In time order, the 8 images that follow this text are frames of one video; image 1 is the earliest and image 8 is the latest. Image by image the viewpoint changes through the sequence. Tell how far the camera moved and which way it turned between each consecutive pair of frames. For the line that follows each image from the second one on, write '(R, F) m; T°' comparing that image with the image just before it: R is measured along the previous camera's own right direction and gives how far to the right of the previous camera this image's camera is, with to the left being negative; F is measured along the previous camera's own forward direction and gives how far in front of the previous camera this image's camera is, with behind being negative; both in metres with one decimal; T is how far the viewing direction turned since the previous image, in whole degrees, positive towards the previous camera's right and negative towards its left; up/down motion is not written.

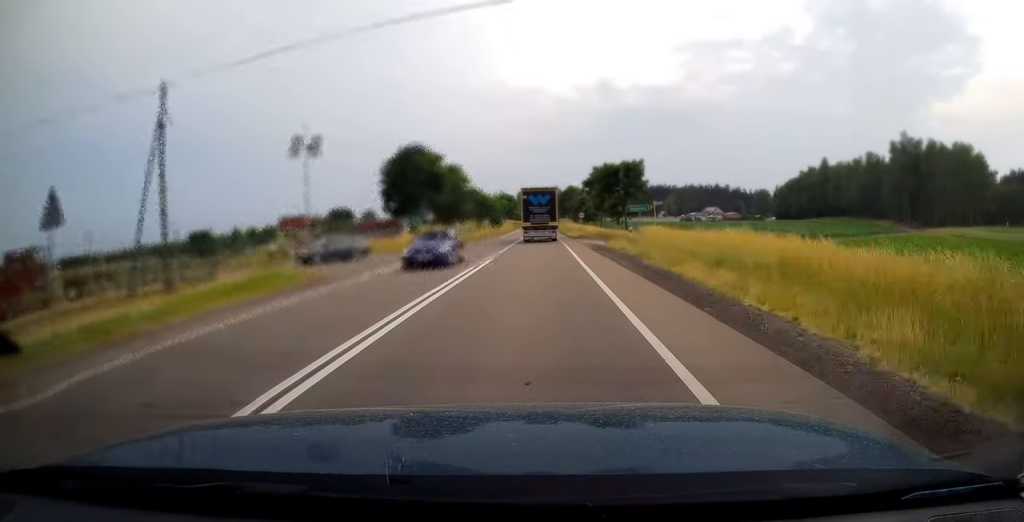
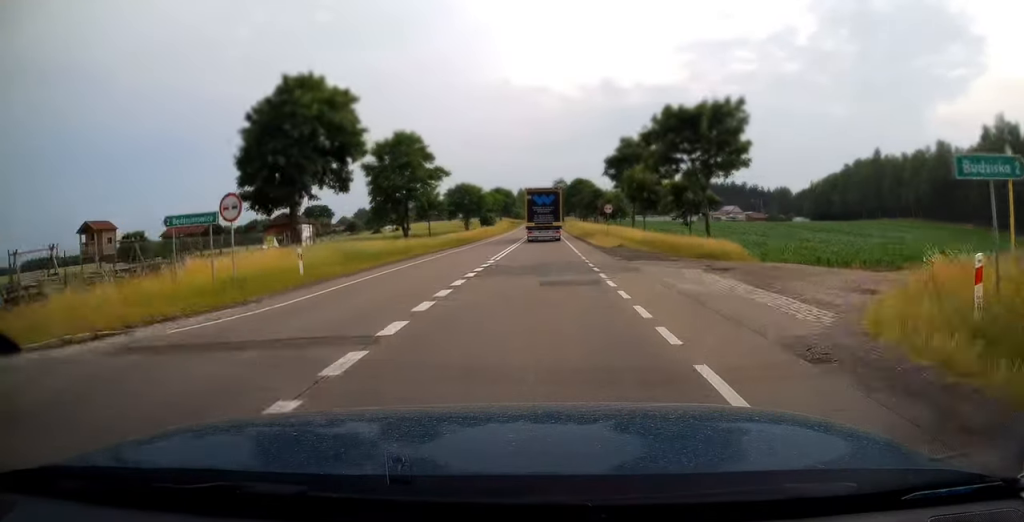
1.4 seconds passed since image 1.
(-0.1, +30.9) m; 0°
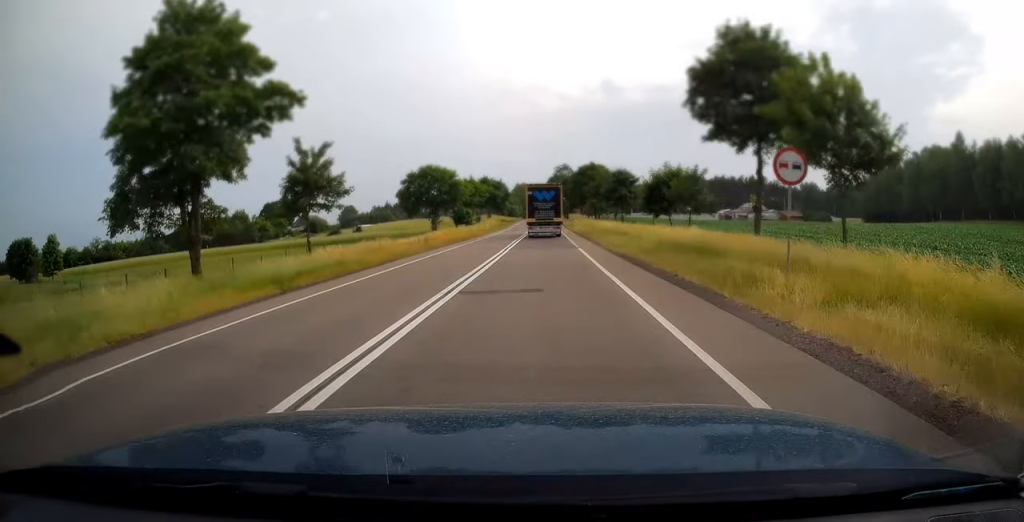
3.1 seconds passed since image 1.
(0.0, +36.7) m; 0°
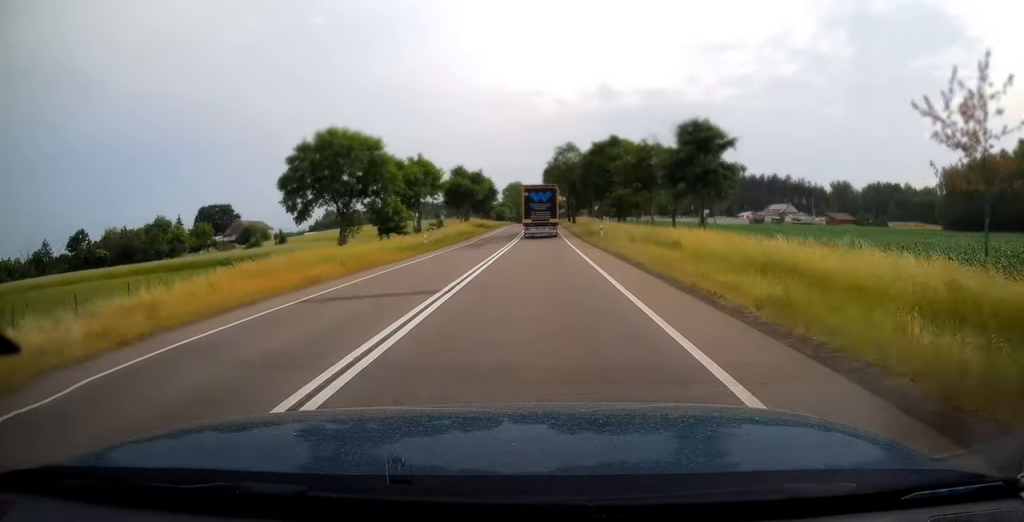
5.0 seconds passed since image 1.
(+0.2, +40.3) m; 0°
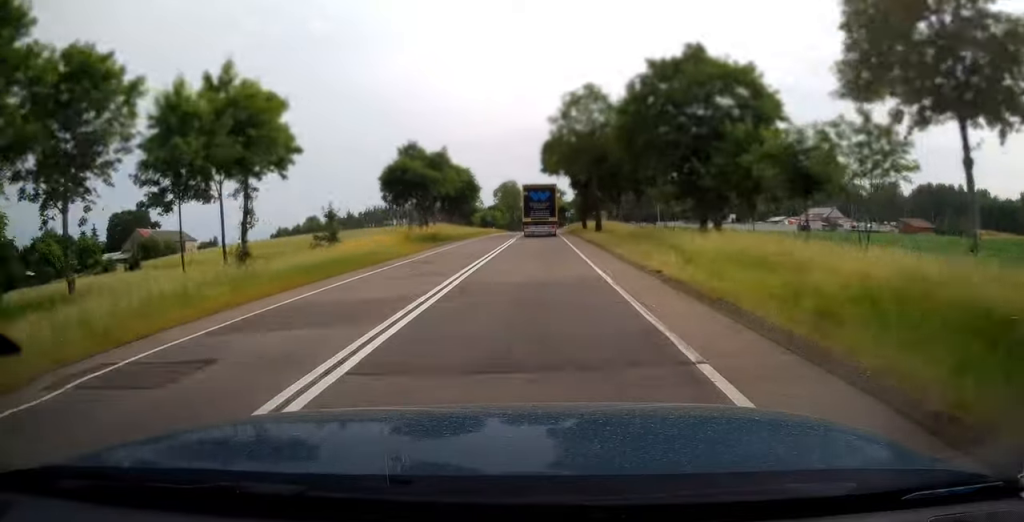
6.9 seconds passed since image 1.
(0.0, +40.2) m; 0°
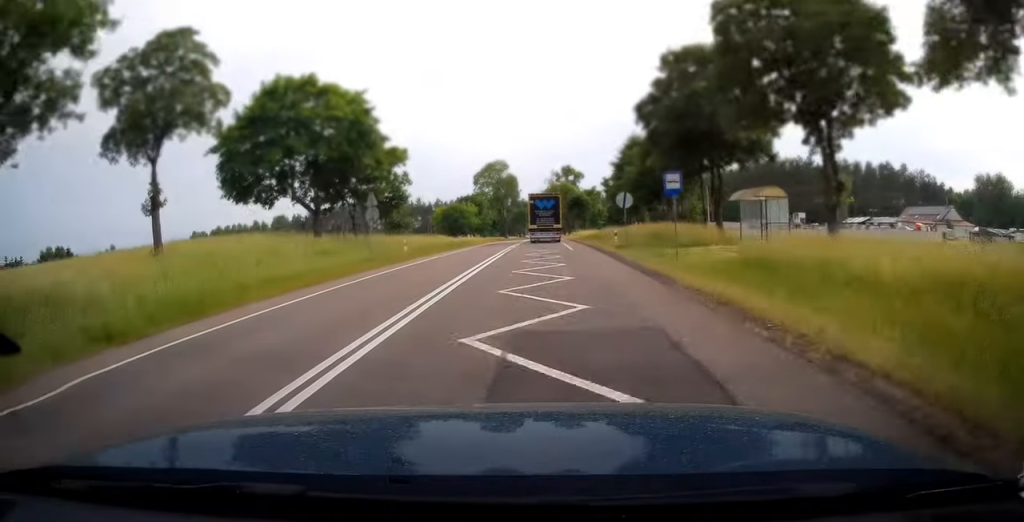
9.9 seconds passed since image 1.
(-0.1, +65.5) m; 0°
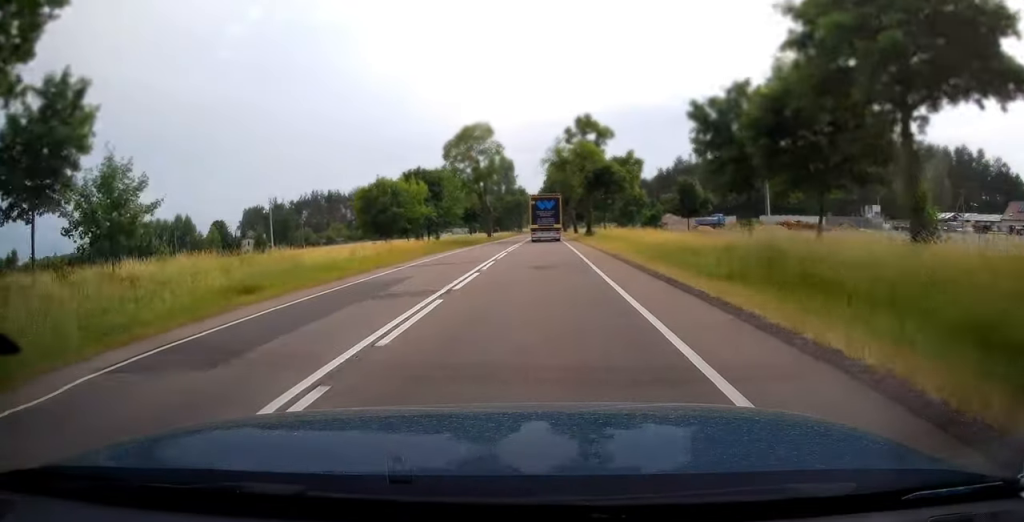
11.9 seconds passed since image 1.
(-0.1, +43.8) m; 0°
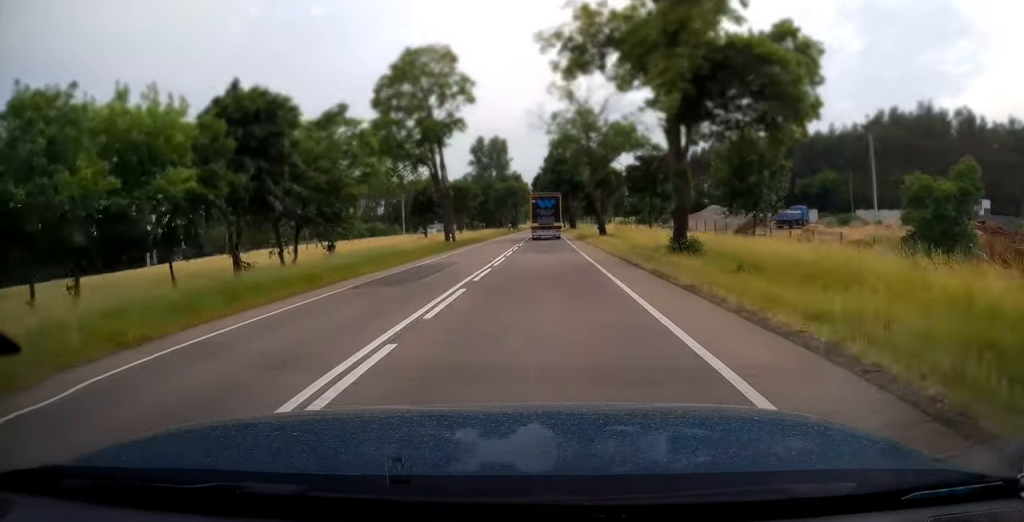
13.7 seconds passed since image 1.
(-0.1, +41.0) m; 0°
